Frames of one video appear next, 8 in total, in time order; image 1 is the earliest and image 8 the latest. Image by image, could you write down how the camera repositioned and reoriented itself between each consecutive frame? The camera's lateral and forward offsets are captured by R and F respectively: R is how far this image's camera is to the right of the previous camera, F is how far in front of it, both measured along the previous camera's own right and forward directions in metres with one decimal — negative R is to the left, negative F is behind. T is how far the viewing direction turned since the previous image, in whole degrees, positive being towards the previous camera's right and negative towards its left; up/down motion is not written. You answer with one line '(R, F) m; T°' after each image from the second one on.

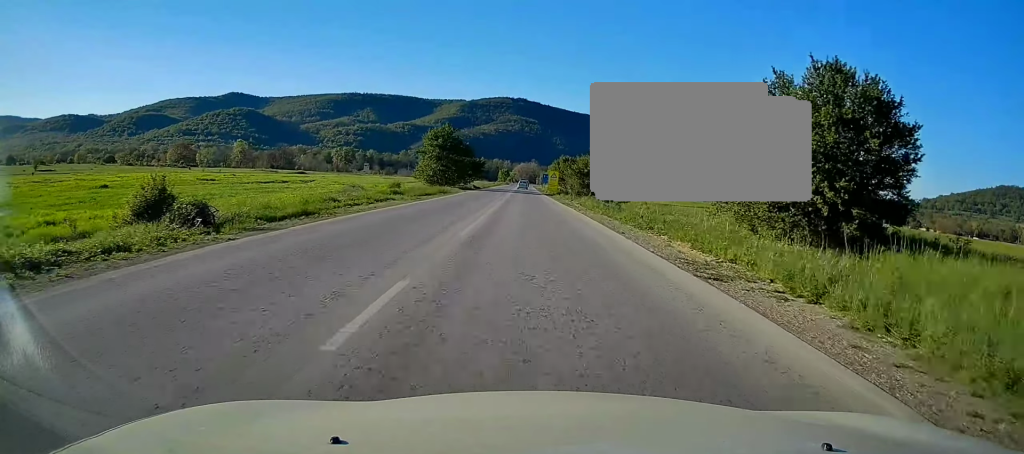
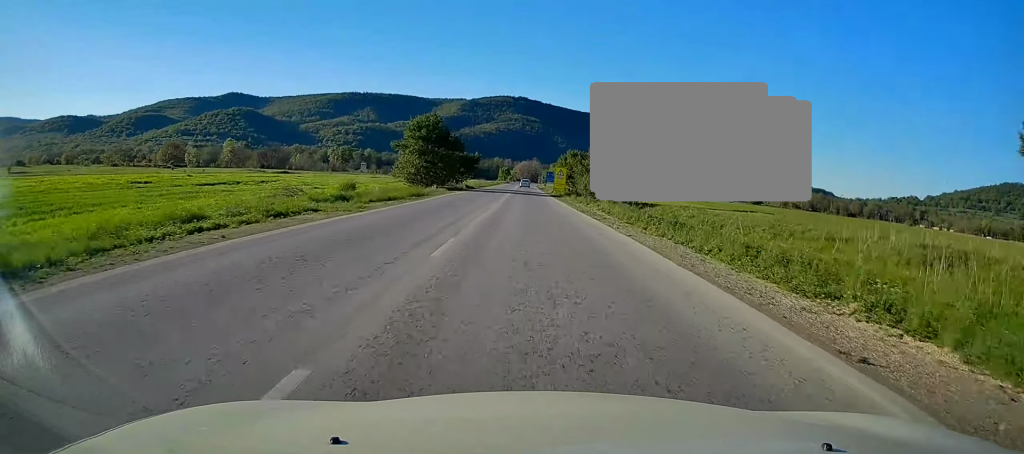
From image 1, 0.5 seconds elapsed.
(0.0, +12.9) m; 0°
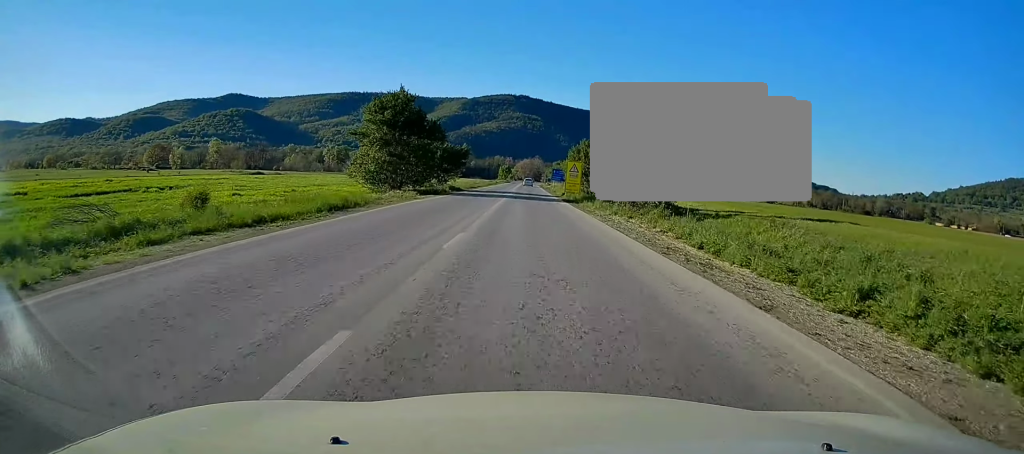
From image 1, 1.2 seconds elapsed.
(0.0, +16.9) m; 0°
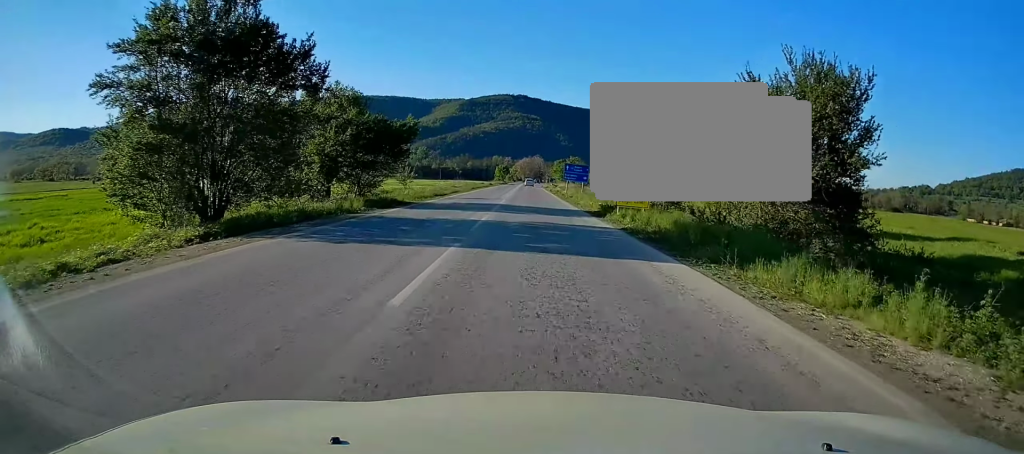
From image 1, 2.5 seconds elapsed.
(0.0, +29.5) m; 0°
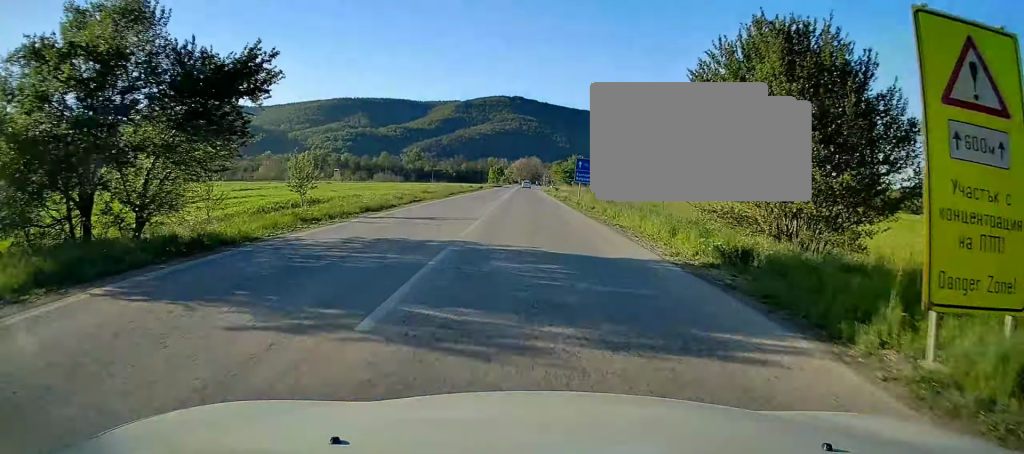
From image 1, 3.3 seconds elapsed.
(0.0, +18.7) m; 0°
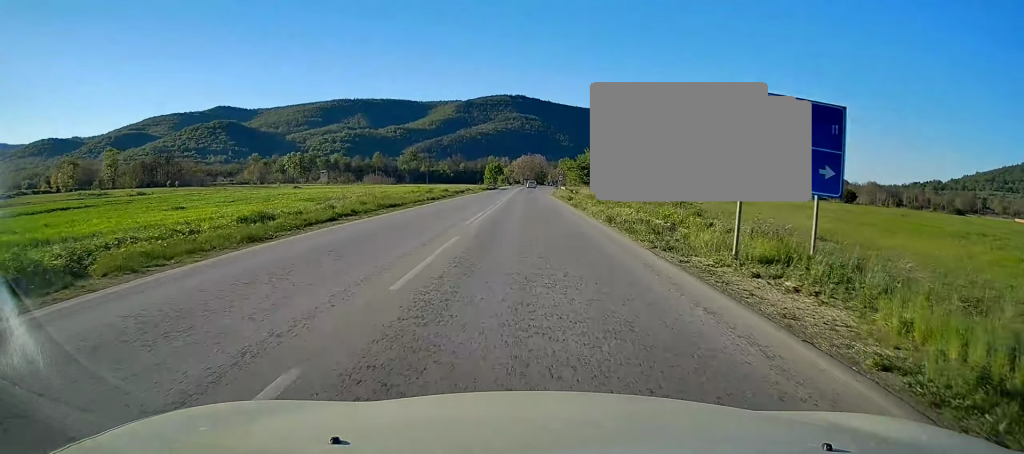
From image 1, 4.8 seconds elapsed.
(-0.2, +34.5) m; 0°
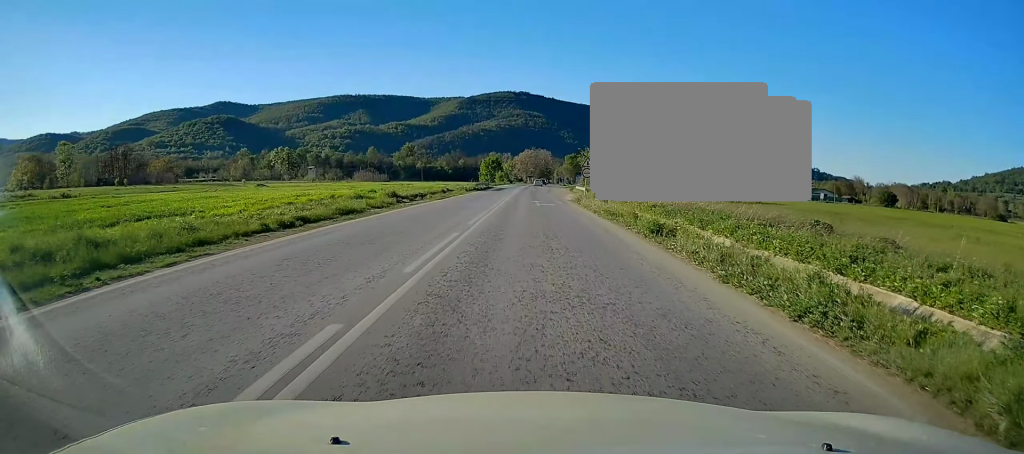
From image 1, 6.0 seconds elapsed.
(+0.2, +27.9) m; 0°
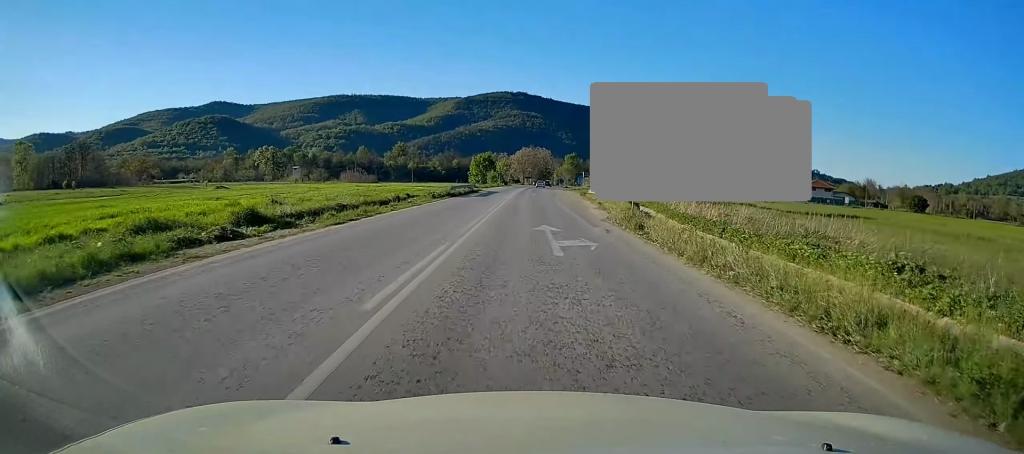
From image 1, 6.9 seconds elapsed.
(-0.1, +20.7) m; 0°
